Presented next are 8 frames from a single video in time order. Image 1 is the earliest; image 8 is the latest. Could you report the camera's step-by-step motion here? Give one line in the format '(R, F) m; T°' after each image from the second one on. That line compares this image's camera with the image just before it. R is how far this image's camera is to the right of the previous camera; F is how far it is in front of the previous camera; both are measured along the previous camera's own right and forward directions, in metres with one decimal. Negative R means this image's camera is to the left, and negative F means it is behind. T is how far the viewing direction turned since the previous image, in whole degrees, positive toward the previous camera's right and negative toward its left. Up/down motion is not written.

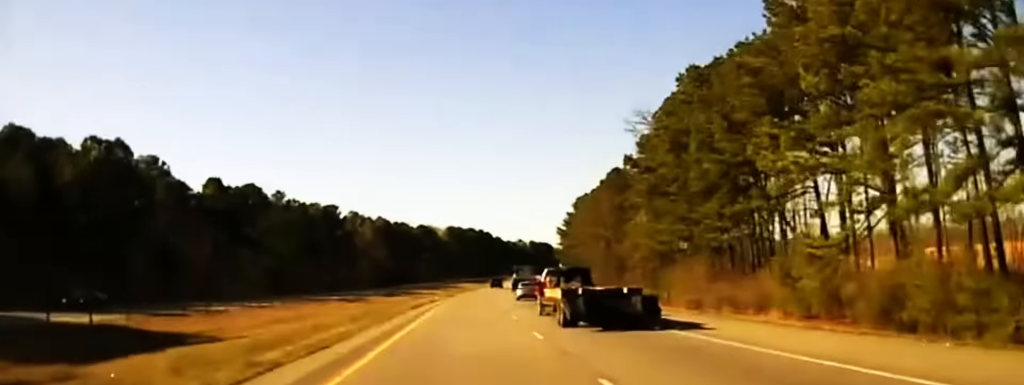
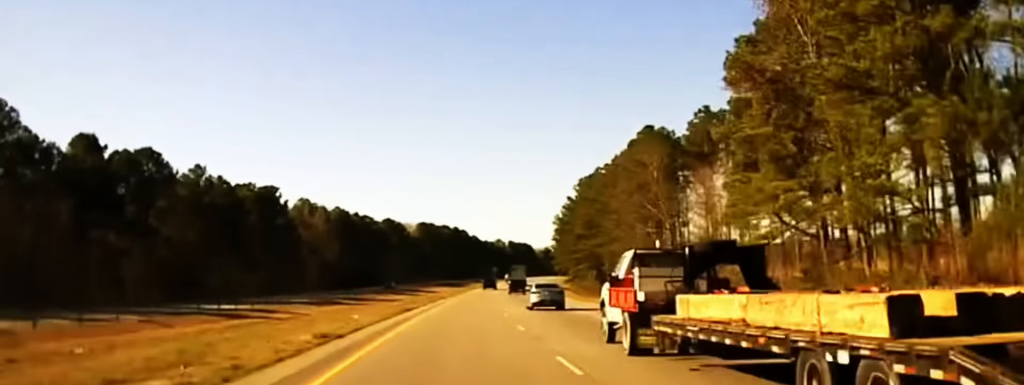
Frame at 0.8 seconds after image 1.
(+0.8, +44.0) m; +1°
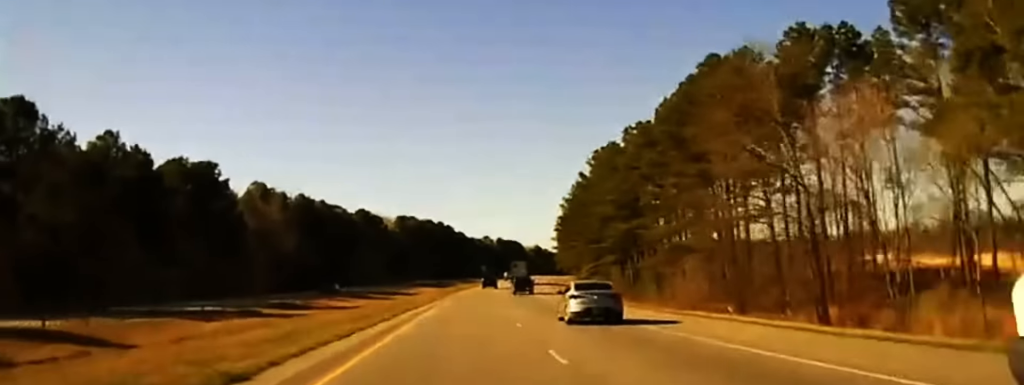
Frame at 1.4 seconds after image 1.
(+0.2, +33.5) m; +1°
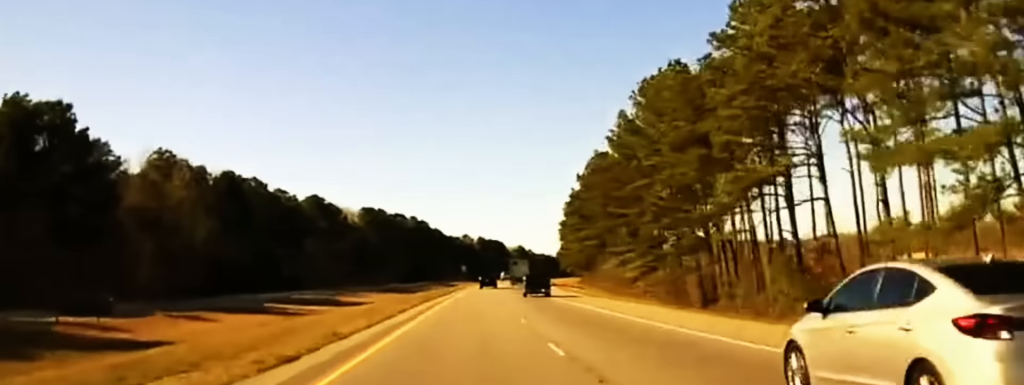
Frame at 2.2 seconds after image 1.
(+0.4, +45.7) m; +1°
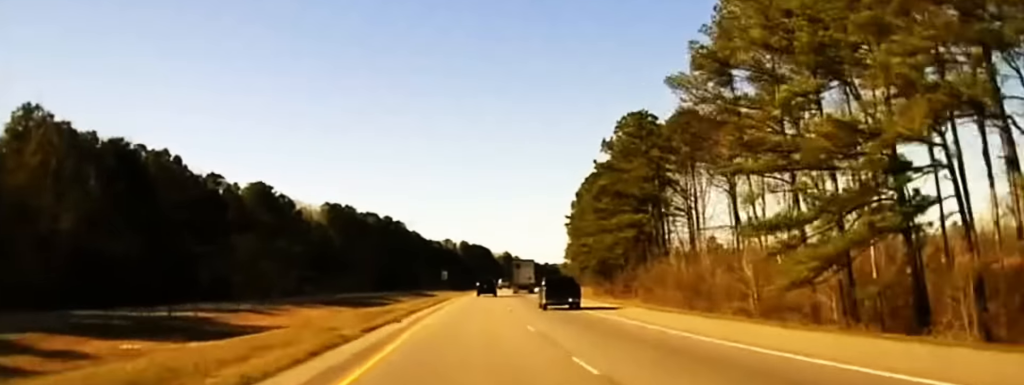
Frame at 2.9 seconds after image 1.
(+0.3, +37.4) m; +1°
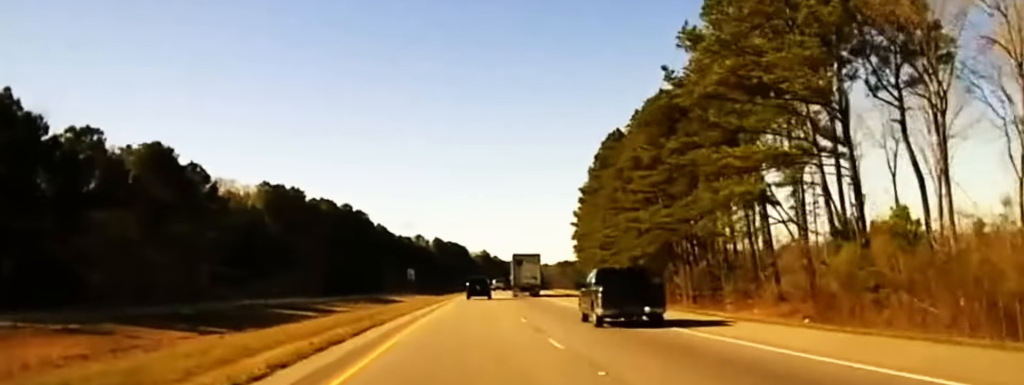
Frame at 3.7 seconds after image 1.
(+0.4, +41.1) m; +1°
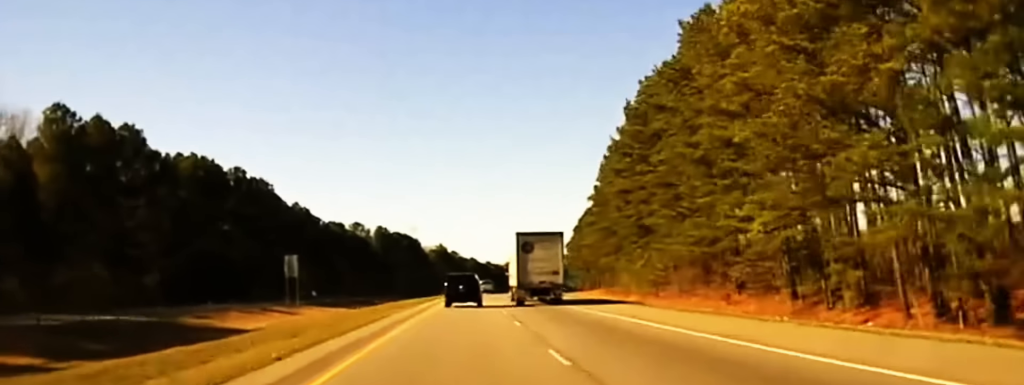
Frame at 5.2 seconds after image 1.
(+2.0, +66.9) m; +3°
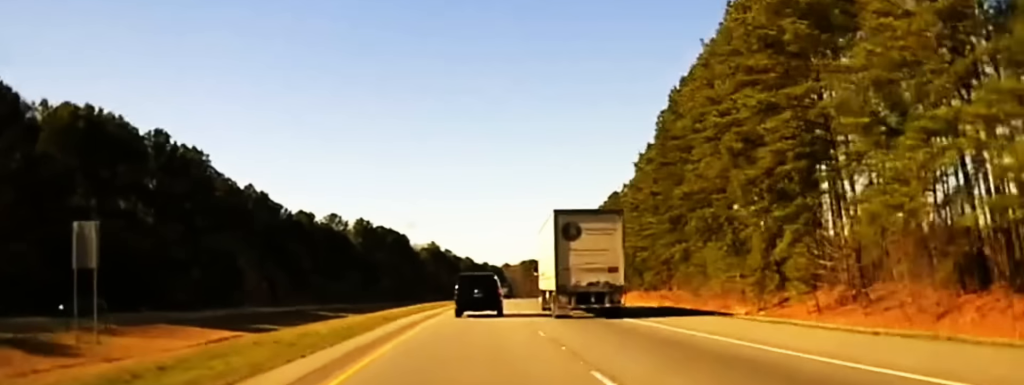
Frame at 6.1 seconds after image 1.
(+0.5, +35.8) m; +1°
